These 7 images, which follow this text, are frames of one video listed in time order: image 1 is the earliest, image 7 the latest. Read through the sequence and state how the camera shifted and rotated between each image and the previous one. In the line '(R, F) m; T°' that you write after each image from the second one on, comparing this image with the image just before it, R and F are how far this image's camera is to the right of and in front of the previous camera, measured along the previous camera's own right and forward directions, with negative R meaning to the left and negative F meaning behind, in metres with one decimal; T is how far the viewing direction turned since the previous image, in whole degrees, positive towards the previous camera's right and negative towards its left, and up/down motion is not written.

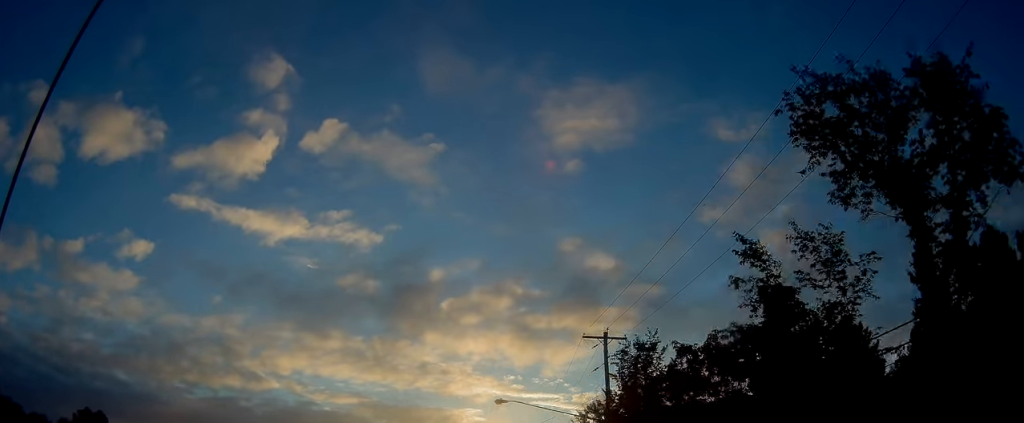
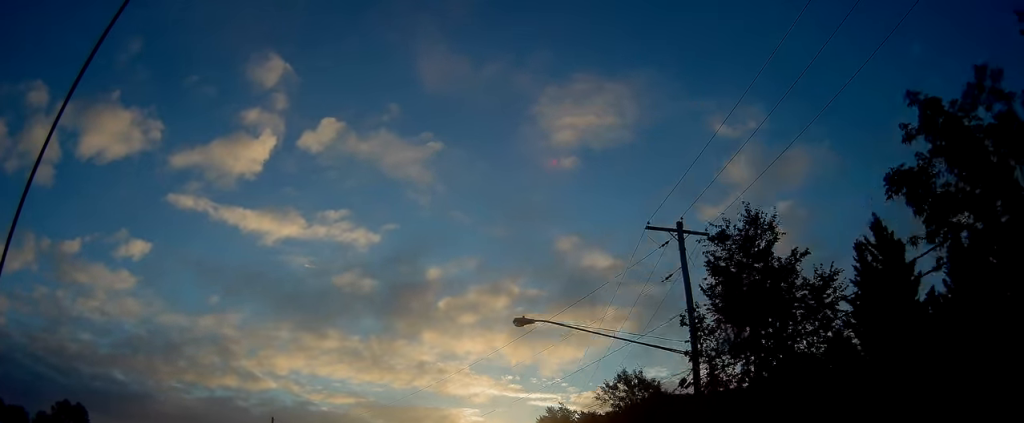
(0.0, +11.8) m; 0°
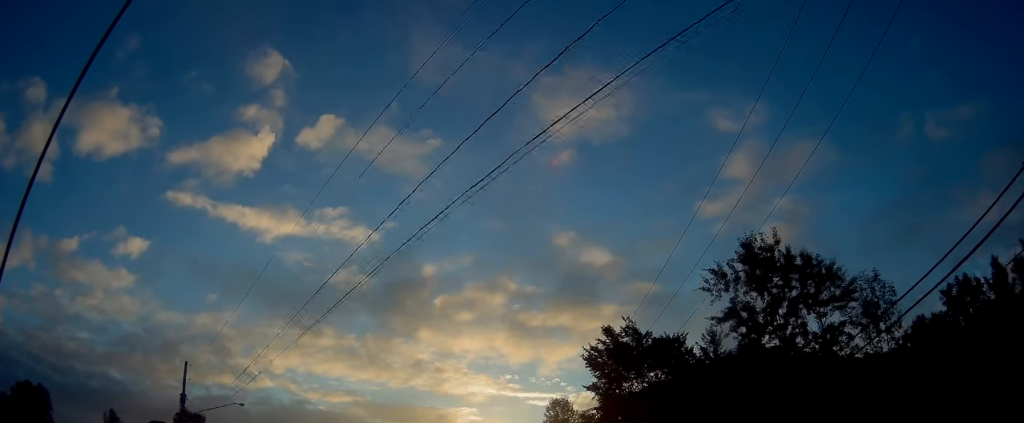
(0.0, +21.2) m; 0°
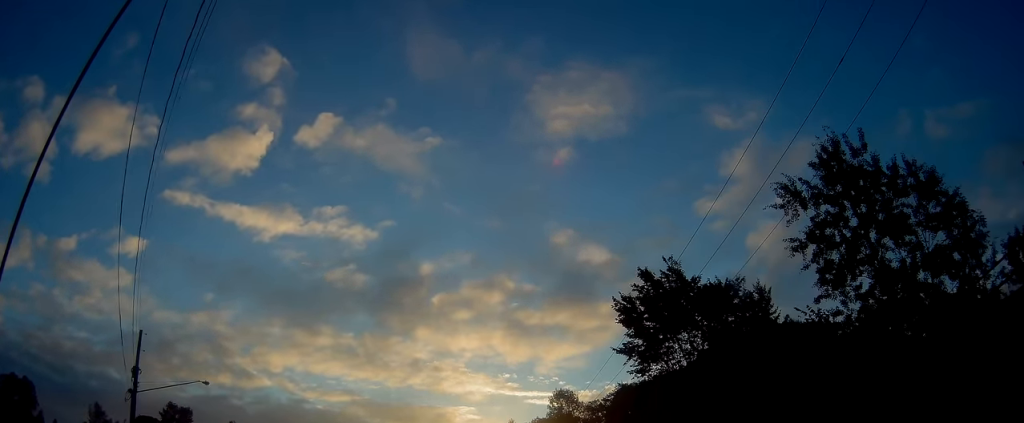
(0.0, +7.0) m; 0°
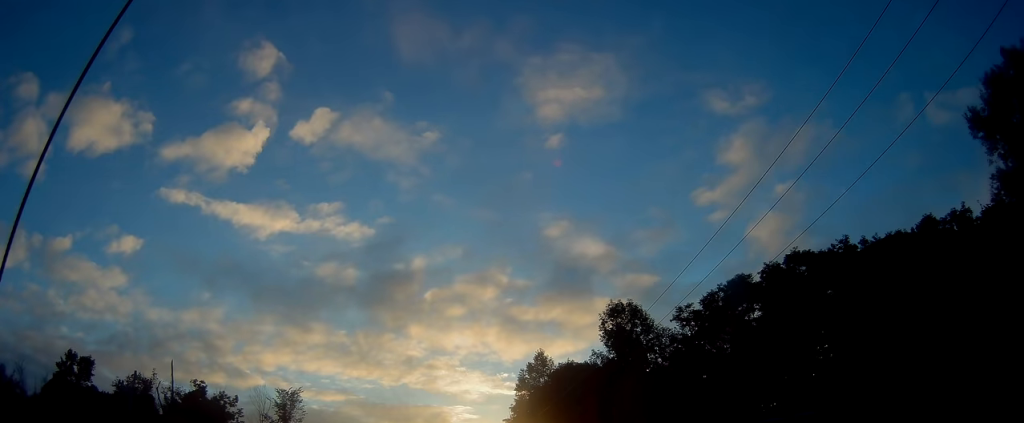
(-0.1, +43.8) m; 0°
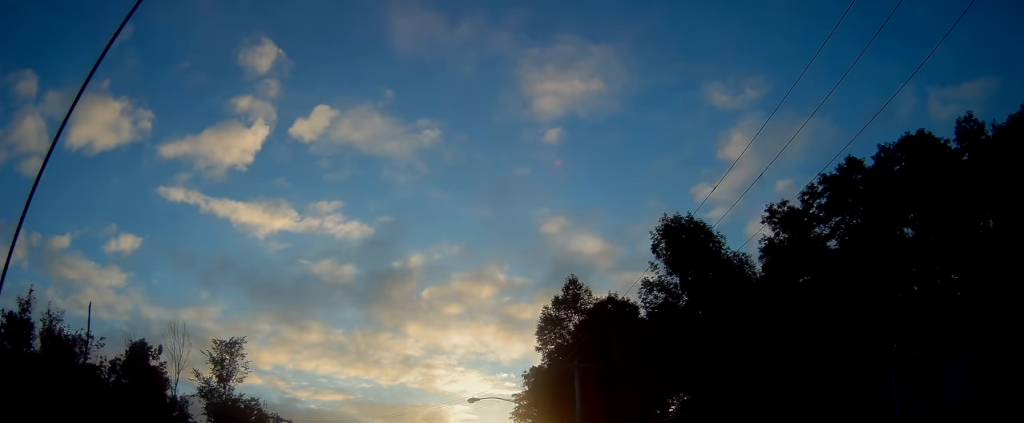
(-0.1, +19.6) m; +1°
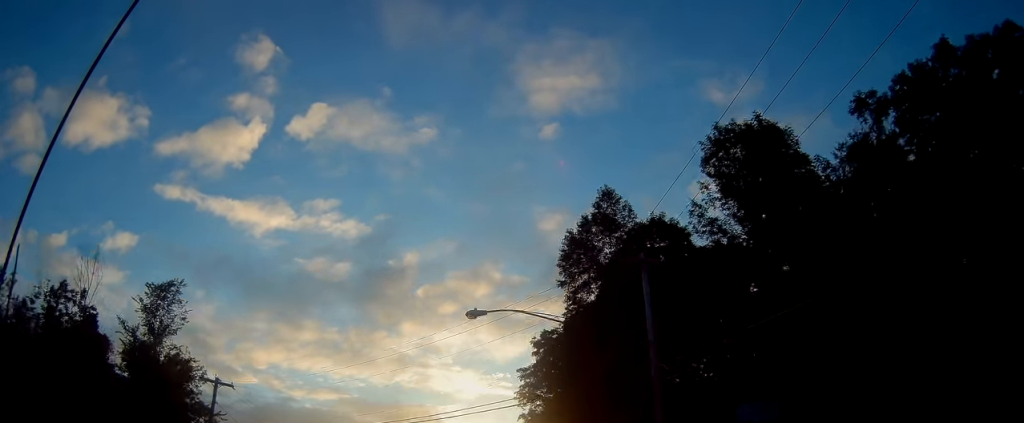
(+0.4, +12.7) m; 0°
